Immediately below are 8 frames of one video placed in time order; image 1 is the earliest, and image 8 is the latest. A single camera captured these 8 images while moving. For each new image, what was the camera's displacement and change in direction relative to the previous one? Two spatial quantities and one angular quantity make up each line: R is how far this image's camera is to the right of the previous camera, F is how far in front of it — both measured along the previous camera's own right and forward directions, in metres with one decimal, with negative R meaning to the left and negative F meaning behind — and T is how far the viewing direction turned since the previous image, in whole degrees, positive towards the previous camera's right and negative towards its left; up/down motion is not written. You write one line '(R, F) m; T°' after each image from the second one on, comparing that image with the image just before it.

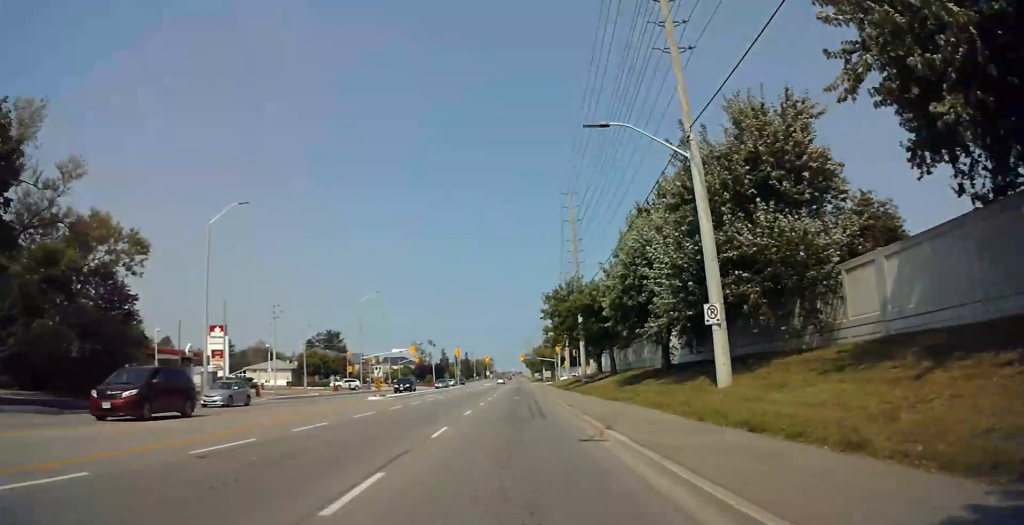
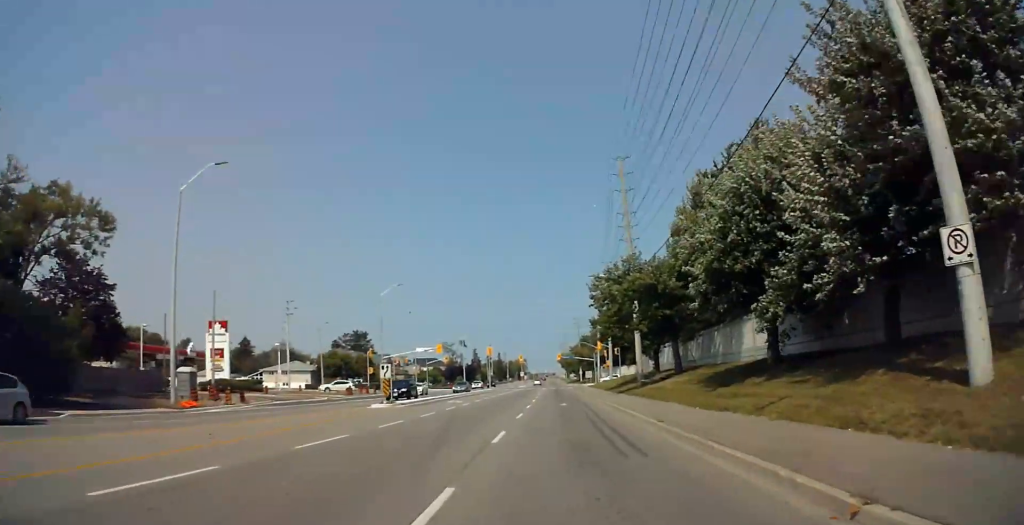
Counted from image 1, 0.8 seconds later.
(+0.3, +10.7) m; +1°
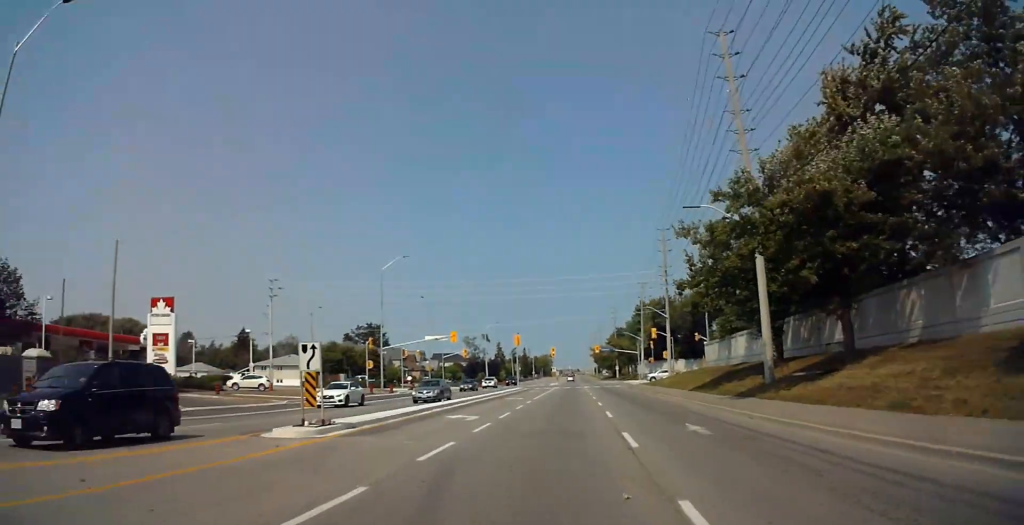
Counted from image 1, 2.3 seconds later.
(-0.2, +20.9) m; -1°
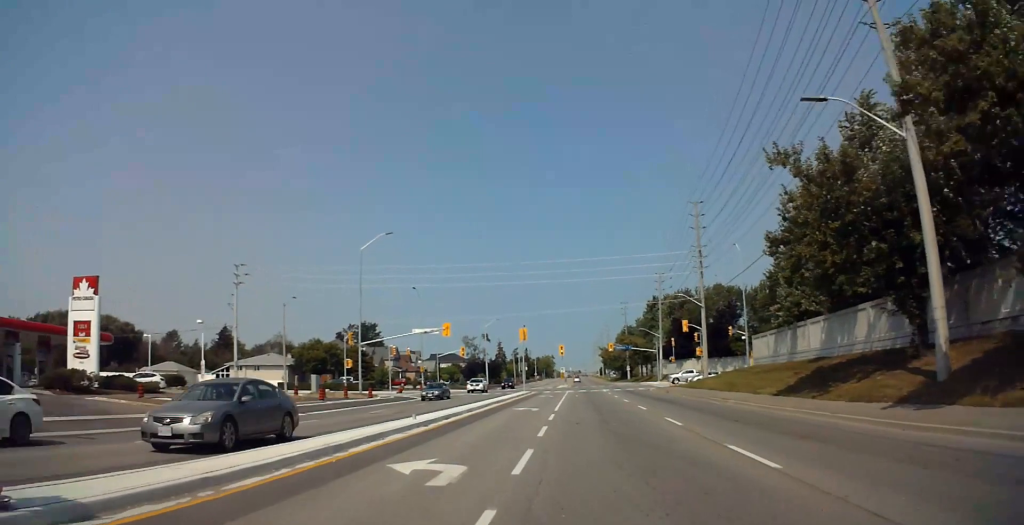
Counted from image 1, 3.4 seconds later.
(0.0, +14.0) m; +2°
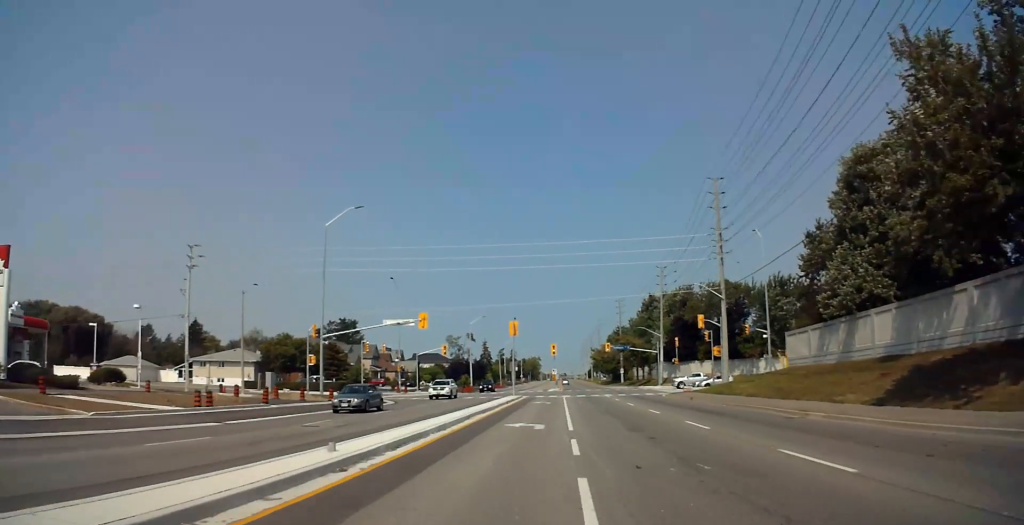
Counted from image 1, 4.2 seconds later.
(+0.3, +10.3) m; +2°
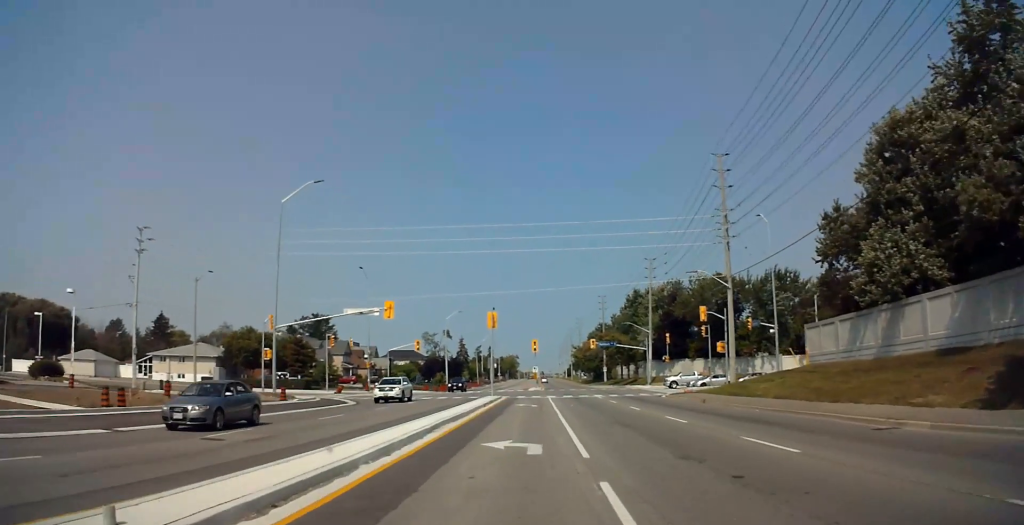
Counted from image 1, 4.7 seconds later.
(0.0, +7.1) m; +1°
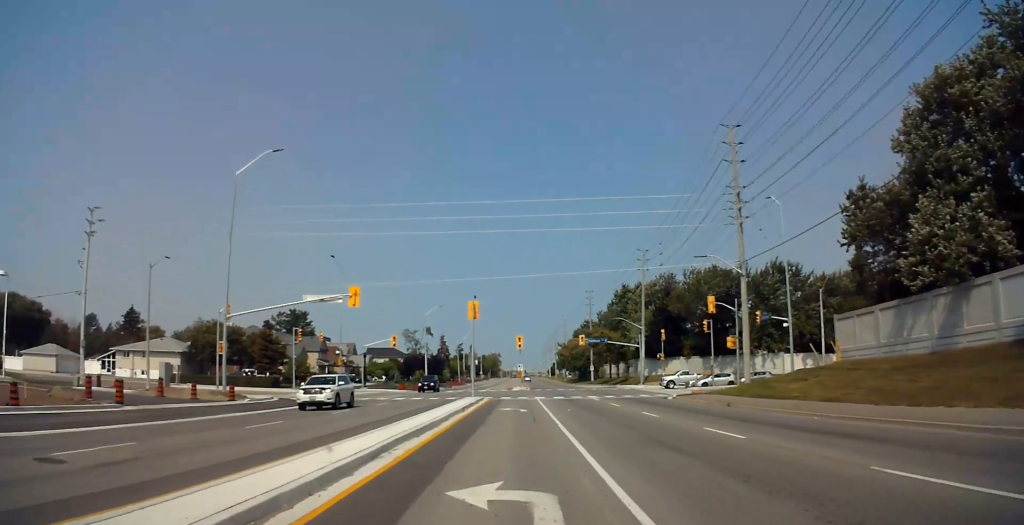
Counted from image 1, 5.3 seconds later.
(0.0, +6.5) m; 0°
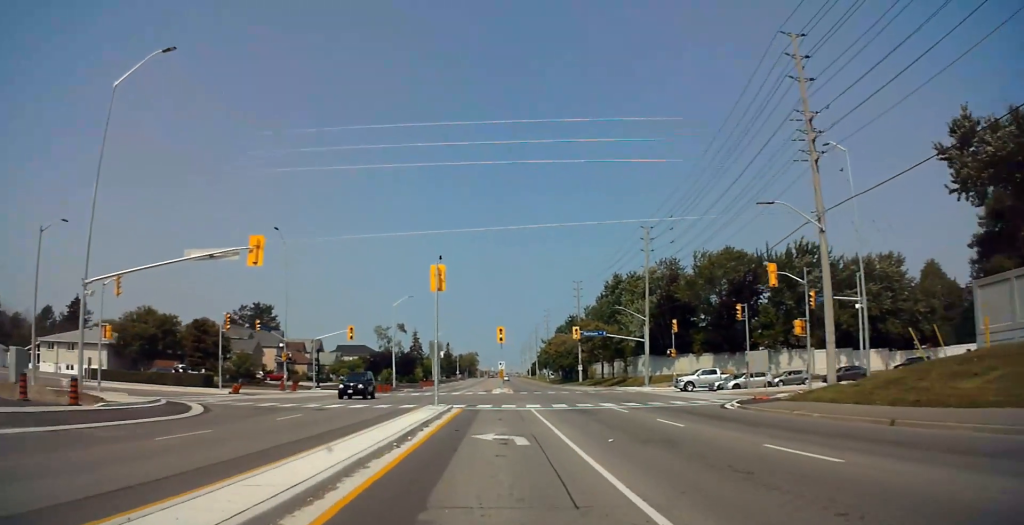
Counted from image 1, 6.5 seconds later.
(-0.2, +14.6) m; -2°
